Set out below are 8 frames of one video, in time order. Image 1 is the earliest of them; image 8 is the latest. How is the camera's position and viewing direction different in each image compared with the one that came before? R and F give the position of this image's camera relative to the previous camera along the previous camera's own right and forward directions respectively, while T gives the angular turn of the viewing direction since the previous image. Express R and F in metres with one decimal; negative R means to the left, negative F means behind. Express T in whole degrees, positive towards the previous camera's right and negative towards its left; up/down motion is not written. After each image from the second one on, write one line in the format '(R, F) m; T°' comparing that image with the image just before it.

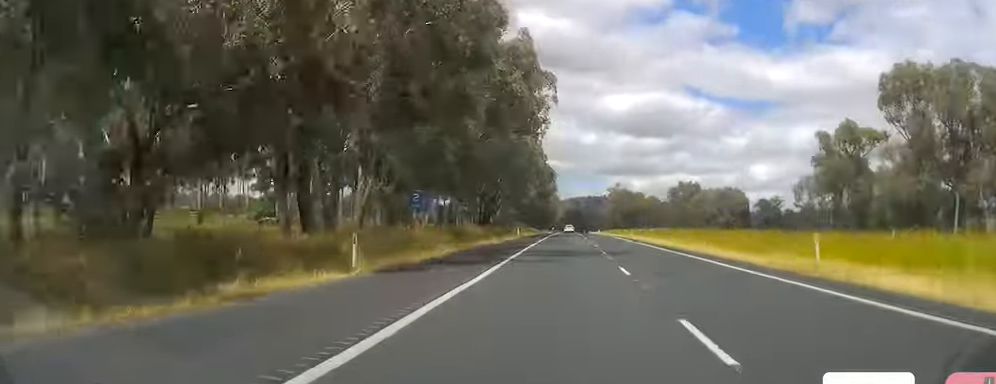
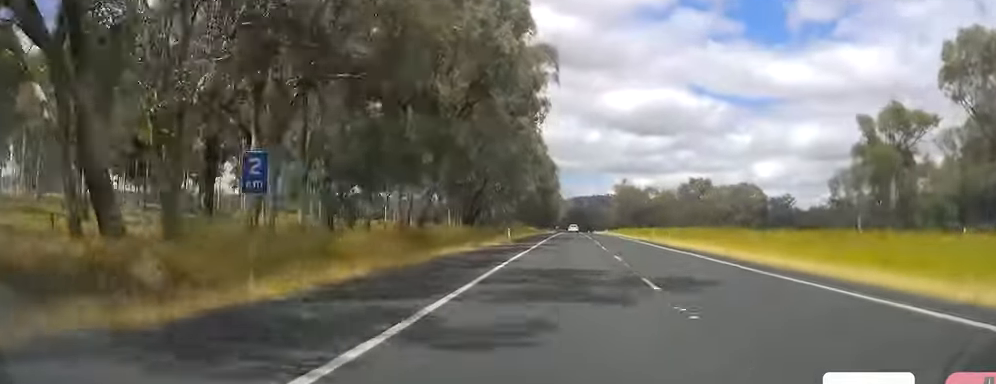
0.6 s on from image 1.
(0.0, +16.5) m; -1°
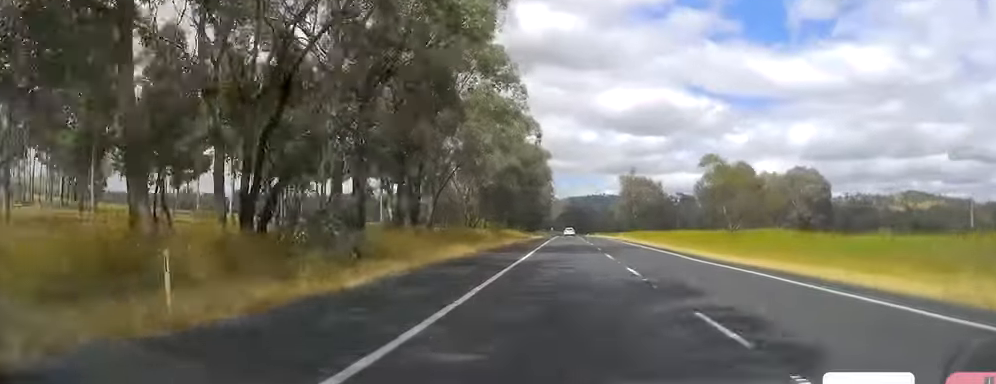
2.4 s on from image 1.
(-1.1, +53.6) m; 0°
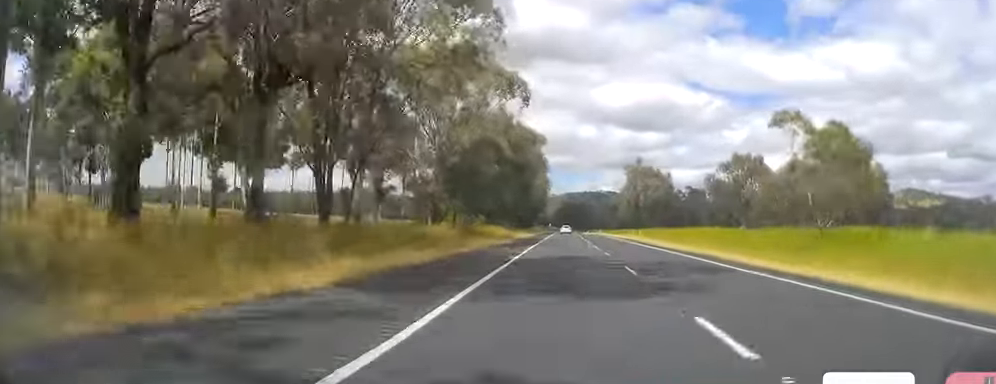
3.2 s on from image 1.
(+0.6, +24.4) m; +1°
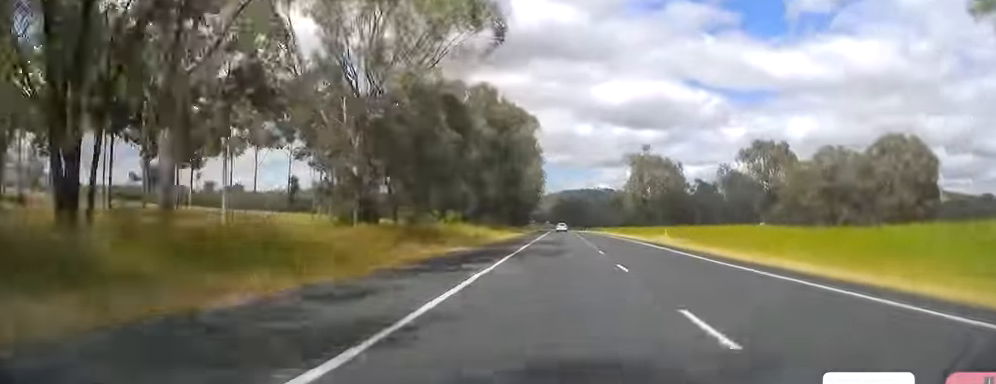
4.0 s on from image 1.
(0.0, +23.5) m; 0°
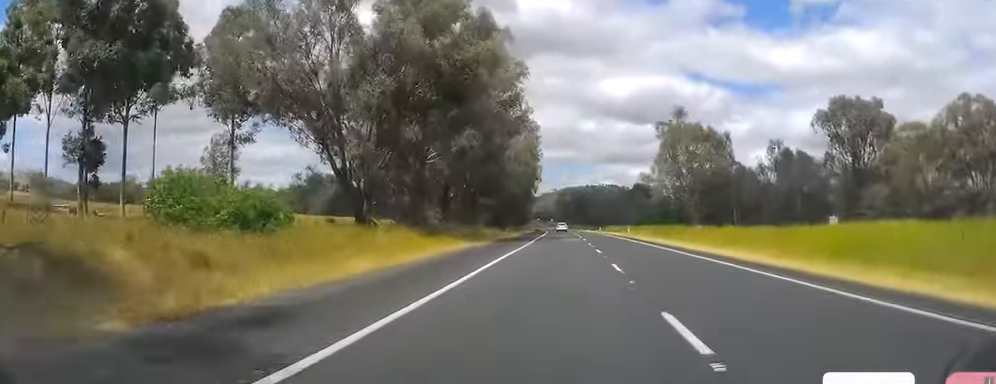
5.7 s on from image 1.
(-0.9, +48.0) m; -2°
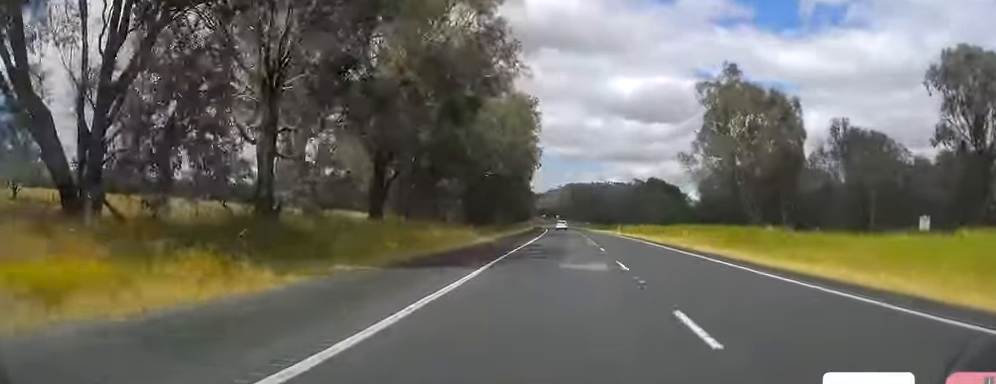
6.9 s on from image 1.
(+0.4, +35.2) m; +1°
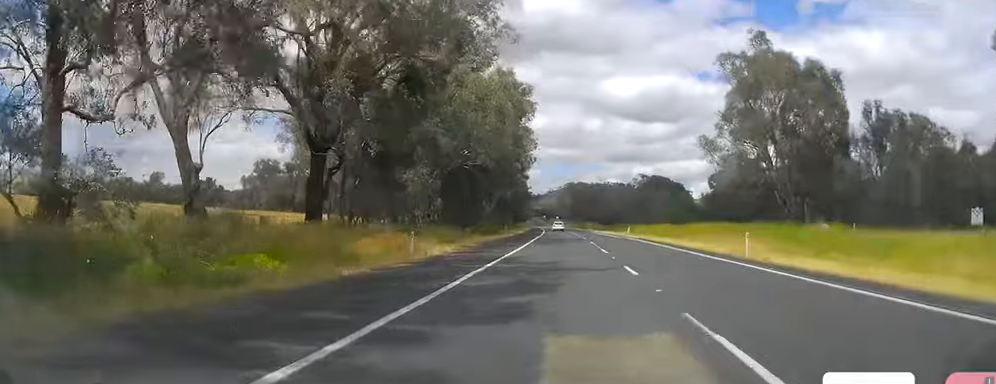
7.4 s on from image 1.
(0.0, +14.7) m; 0°
